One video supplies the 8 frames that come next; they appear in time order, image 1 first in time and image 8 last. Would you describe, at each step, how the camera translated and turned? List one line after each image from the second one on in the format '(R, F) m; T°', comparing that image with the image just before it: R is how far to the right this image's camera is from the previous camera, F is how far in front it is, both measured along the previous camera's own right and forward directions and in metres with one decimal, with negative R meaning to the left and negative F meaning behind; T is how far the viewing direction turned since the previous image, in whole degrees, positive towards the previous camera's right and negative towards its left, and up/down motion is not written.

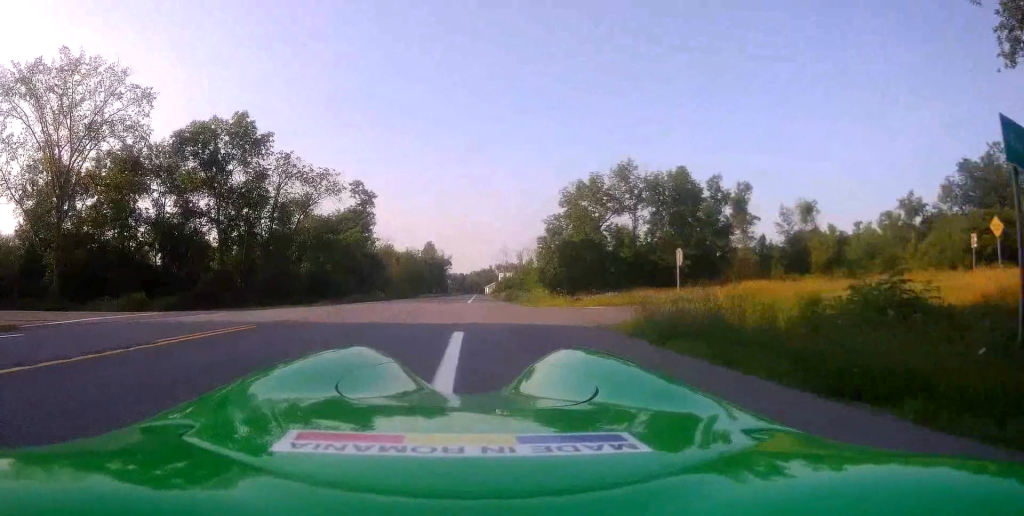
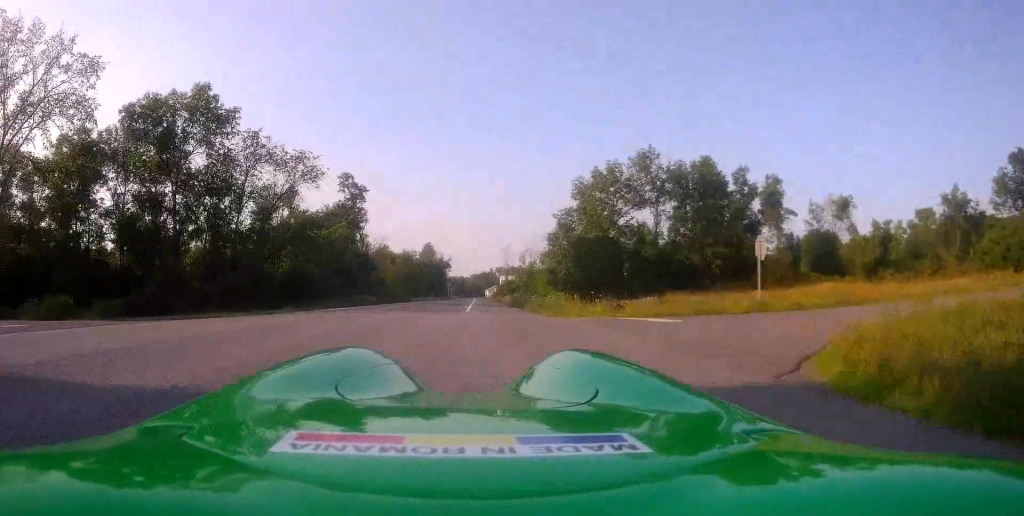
(-0.2, +8.4) m; +1°
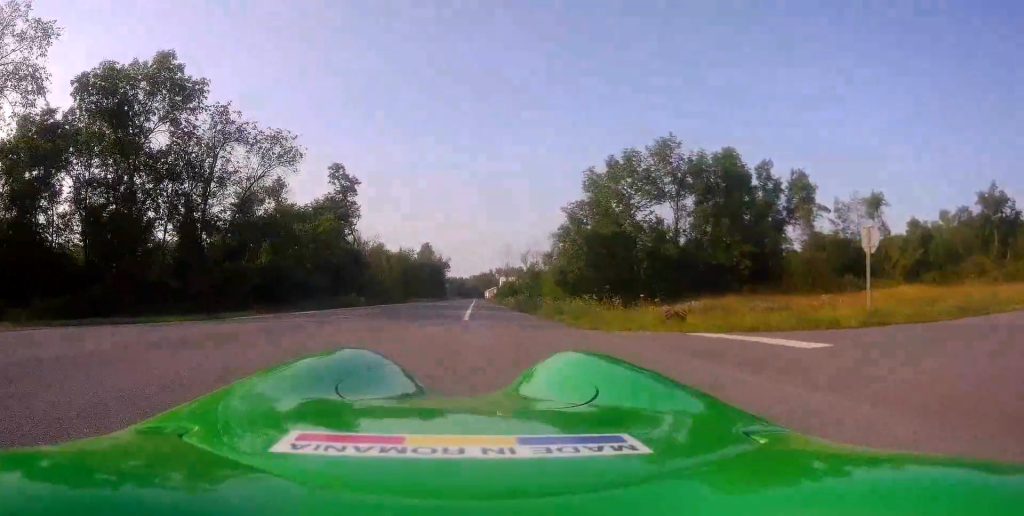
(+0.2, +6.7) m; +4°
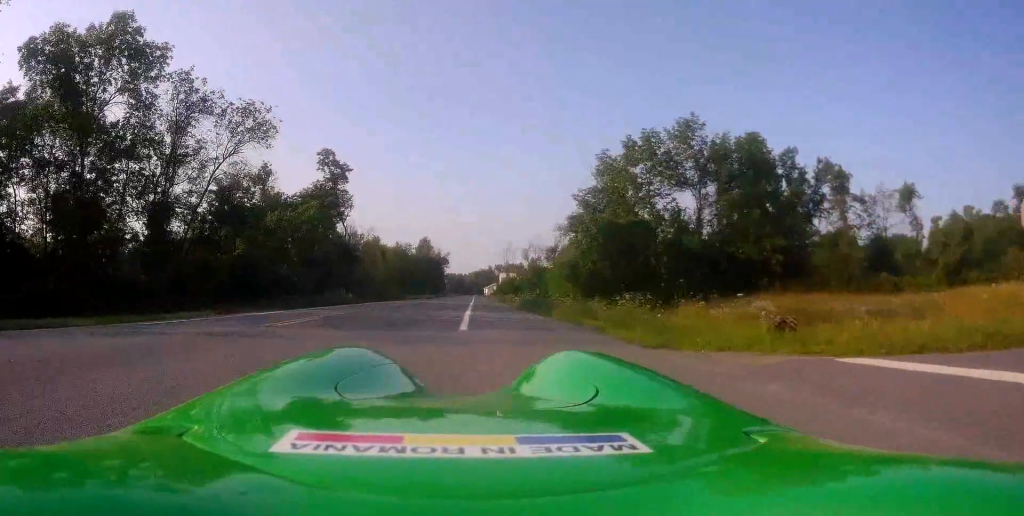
(+0.2, +6.0) m; 0°
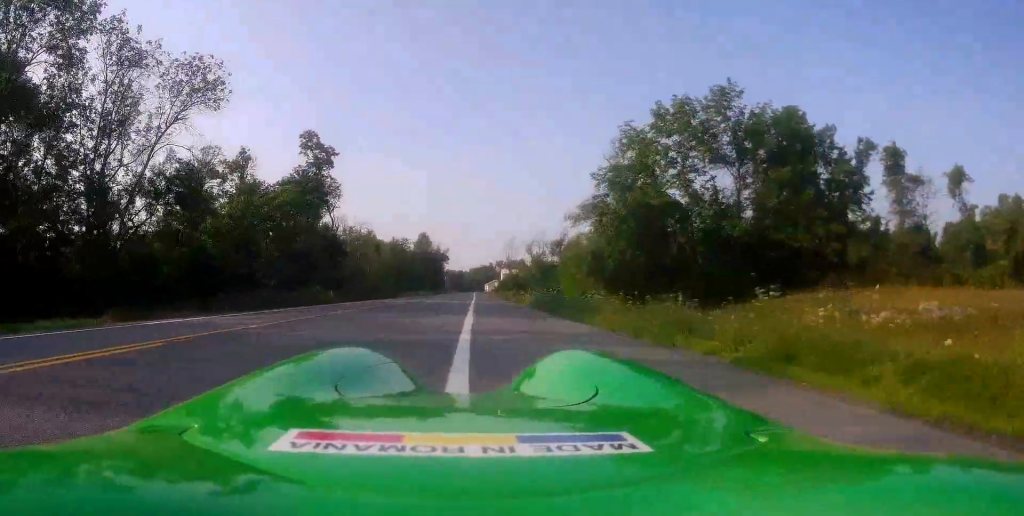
(0.0, +8.0) m; -1°
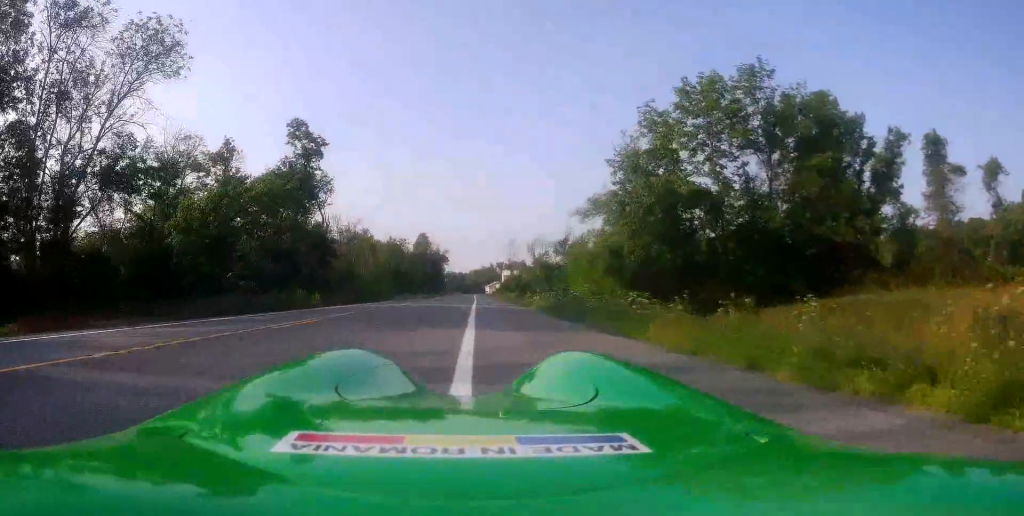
(-0.1, +5.3) m; -1°
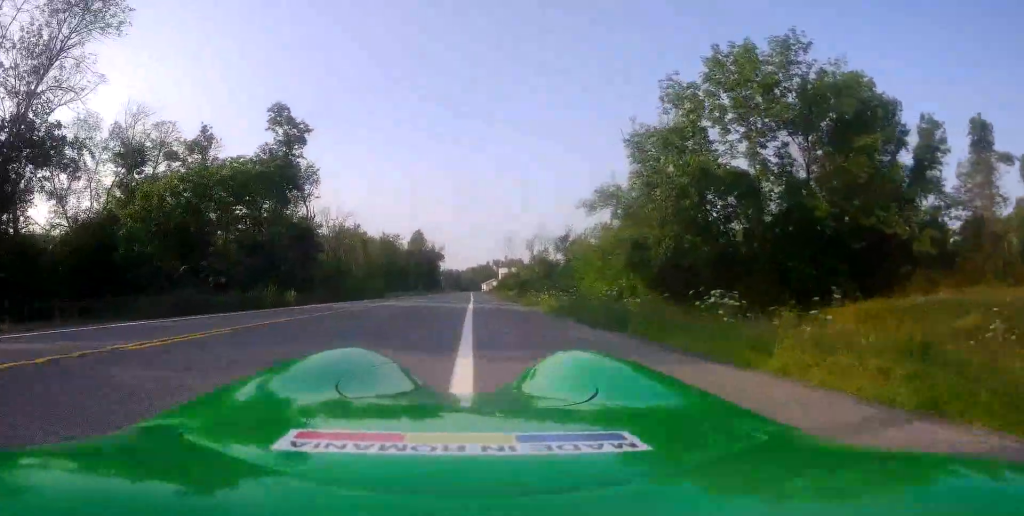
(0.0, +5.4) m; 0°
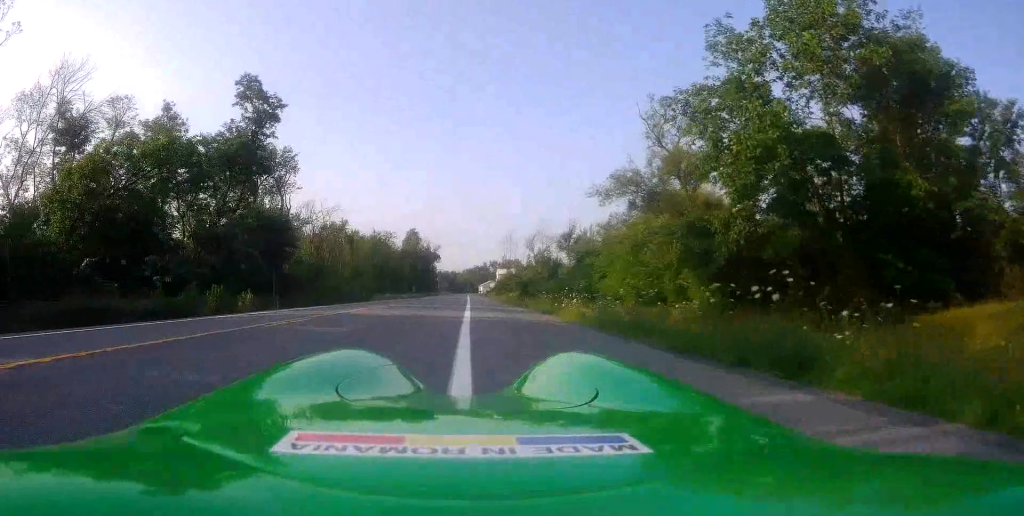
(0.0, +8.0) m; 0°
